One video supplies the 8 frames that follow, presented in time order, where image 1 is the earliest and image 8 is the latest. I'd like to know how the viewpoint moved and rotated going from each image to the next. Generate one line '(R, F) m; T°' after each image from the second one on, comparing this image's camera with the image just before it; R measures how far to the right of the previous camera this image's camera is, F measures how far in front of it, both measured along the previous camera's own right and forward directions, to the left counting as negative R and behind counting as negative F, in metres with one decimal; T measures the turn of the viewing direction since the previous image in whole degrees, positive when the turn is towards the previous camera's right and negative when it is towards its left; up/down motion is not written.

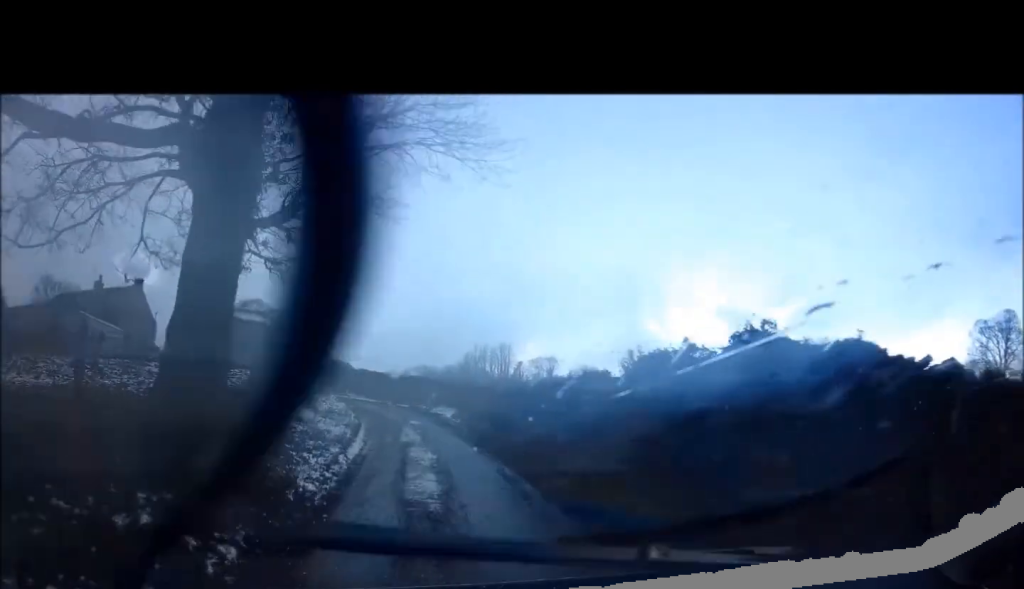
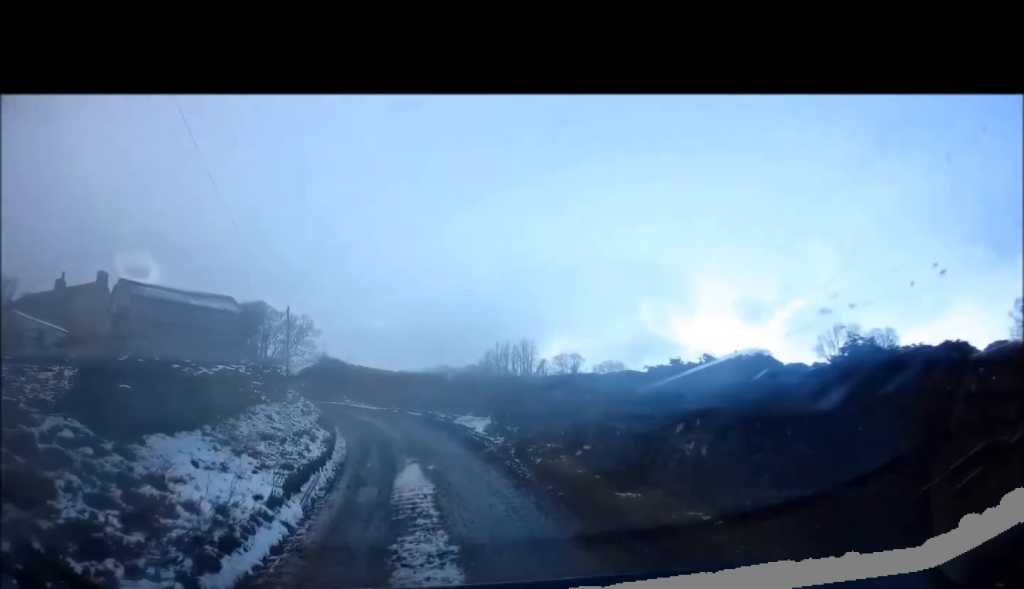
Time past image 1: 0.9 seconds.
(+0.1, +7.5) m; -1°
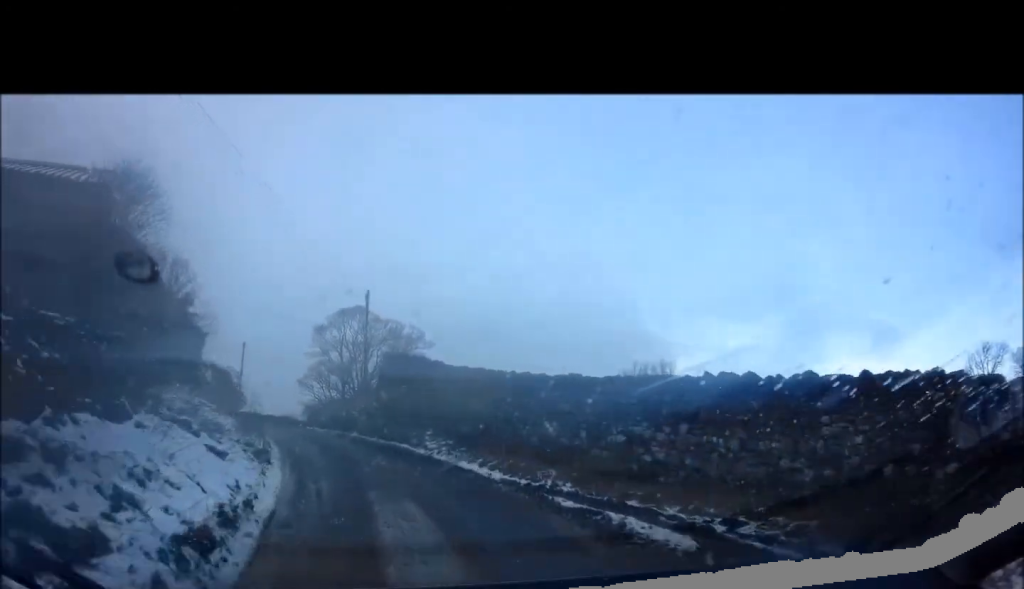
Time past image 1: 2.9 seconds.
(-0.9, +16.8) m; -13°
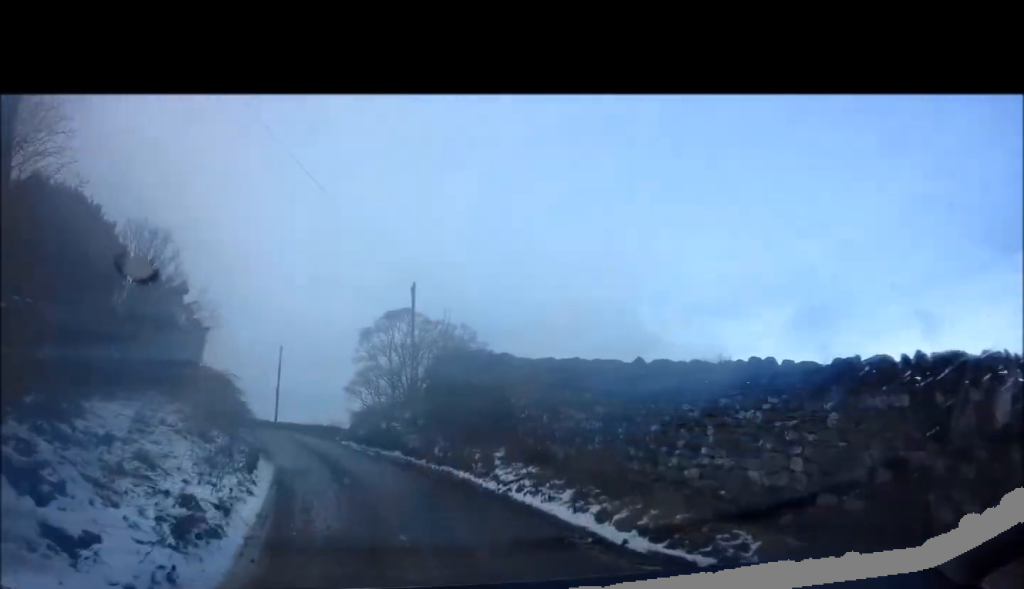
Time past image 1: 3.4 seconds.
(-0.5, +4.2) m; -8°
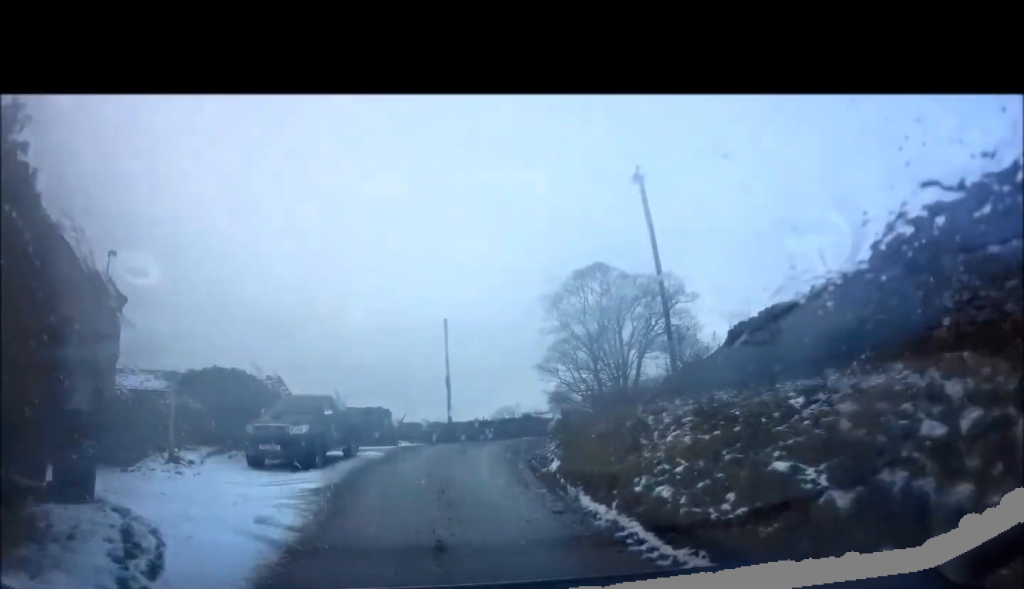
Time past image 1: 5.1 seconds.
(-2.3, +12.8) m; -16°
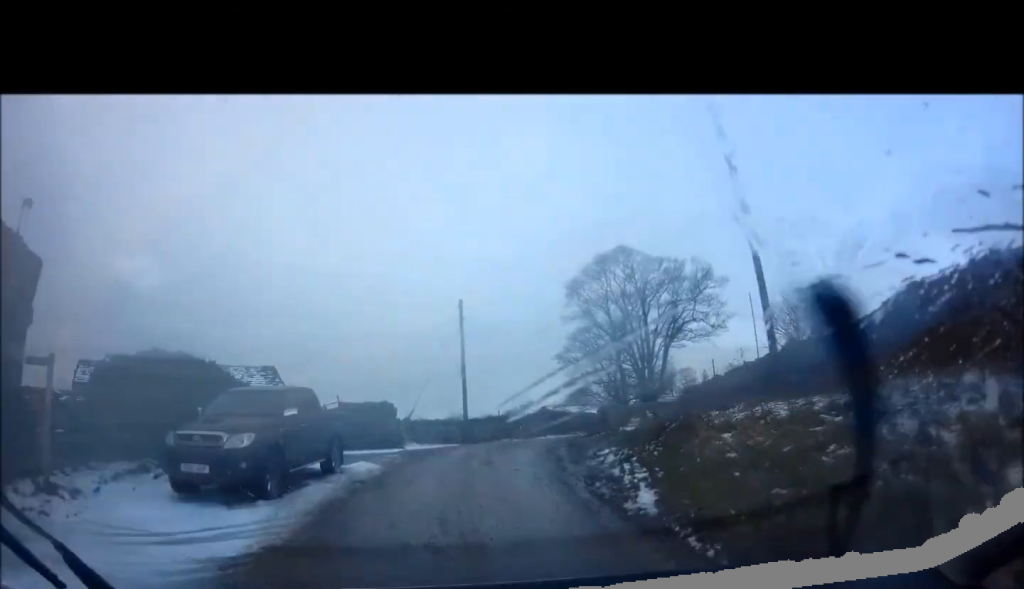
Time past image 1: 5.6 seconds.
(-0.2, +4.2) m; -2°
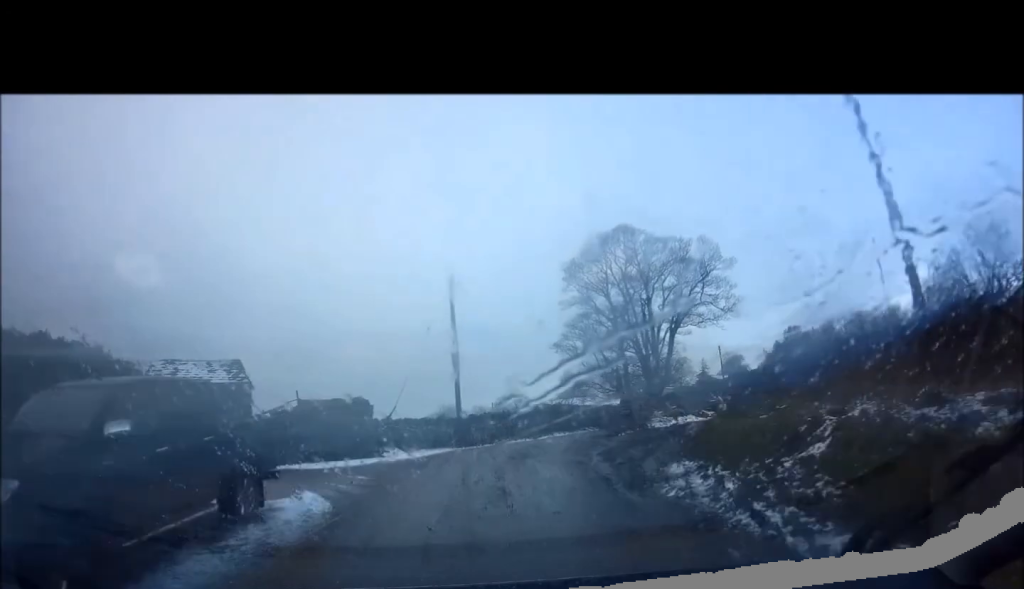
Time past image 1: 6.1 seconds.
(0.0, +4.5) m; 0°
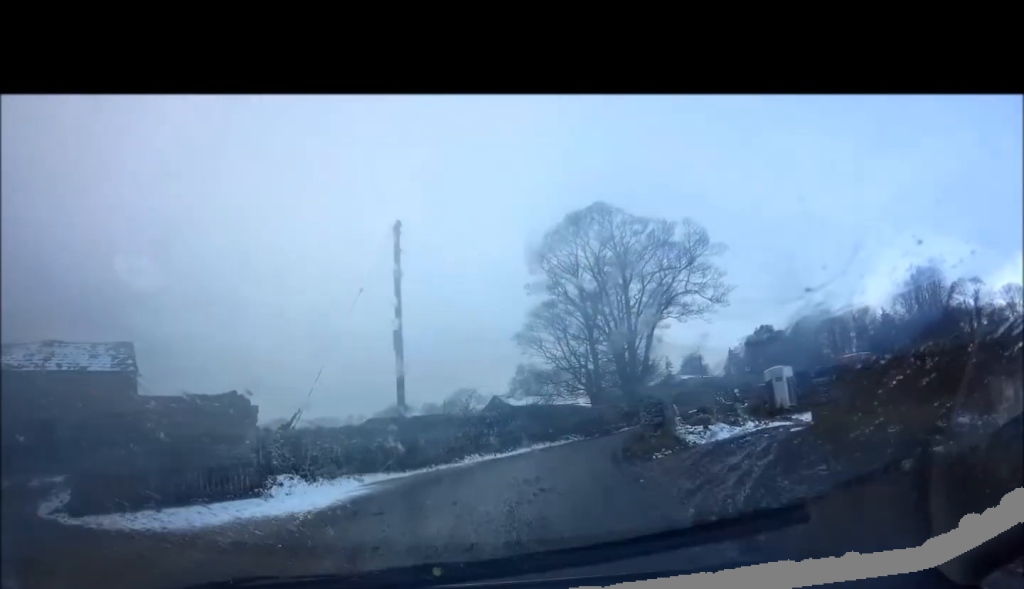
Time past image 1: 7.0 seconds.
(0.0, +7.4) m; +4°
